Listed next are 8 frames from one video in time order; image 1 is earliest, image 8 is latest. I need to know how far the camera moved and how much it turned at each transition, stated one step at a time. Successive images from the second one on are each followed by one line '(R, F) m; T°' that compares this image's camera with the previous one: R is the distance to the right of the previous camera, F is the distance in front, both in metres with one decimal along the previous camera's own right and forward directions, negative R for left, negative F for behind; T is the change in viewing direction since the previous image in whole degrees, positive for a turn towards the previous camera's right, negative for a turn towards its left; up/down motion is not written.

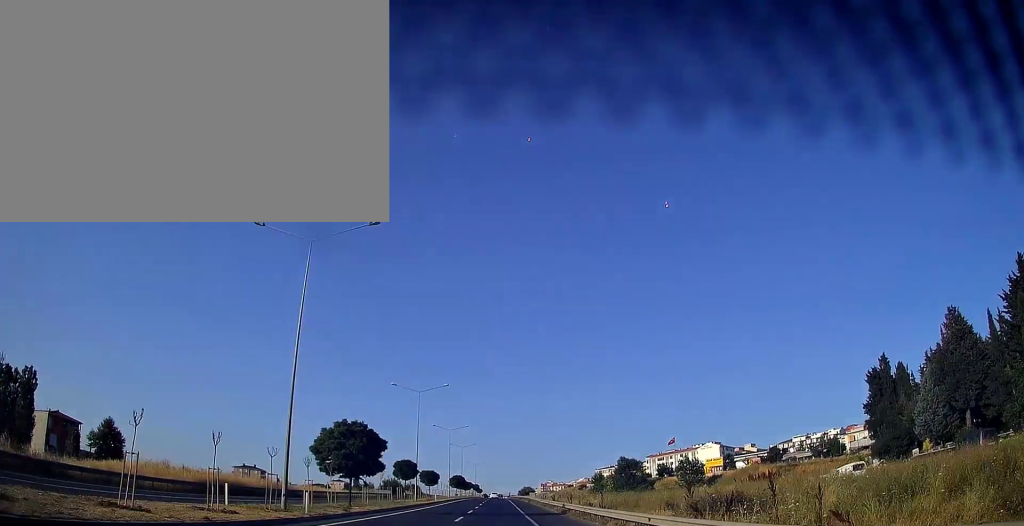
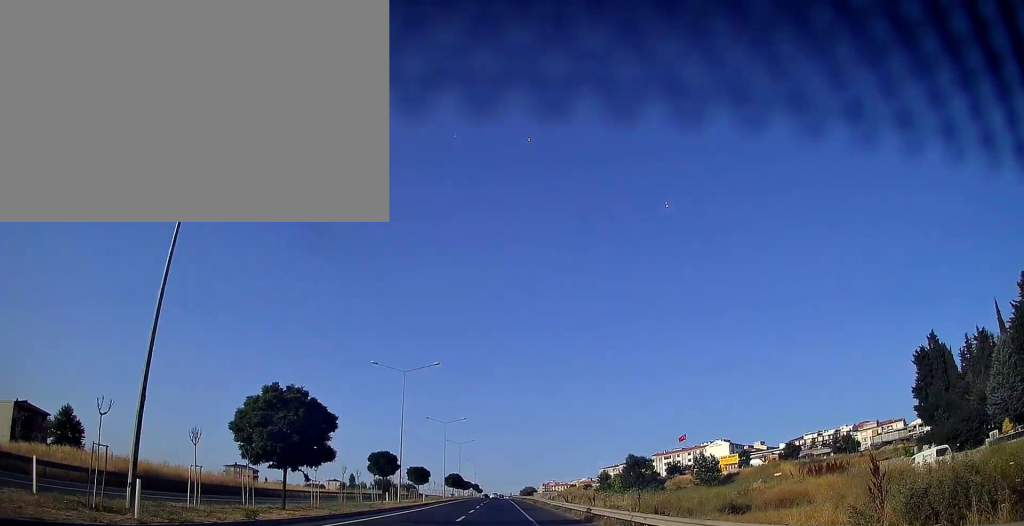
(-0.1, +11.3) m; 0°
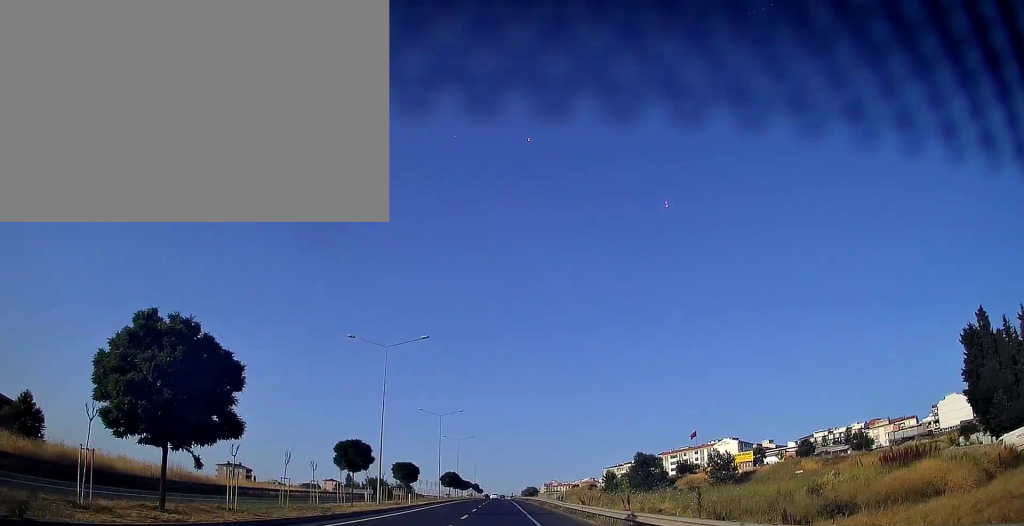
(0.0, +10.4) m; 0°
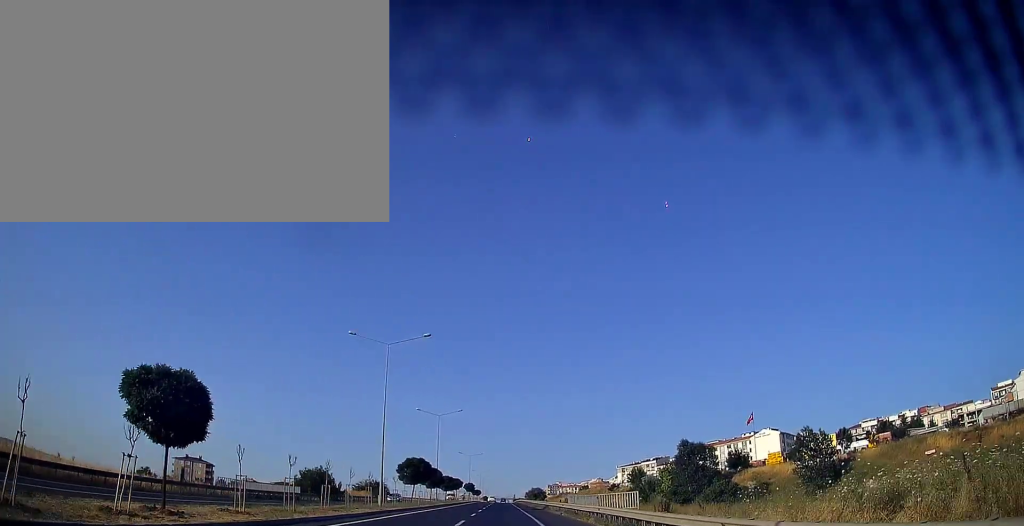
(+0.2, +41.9) m; +1°
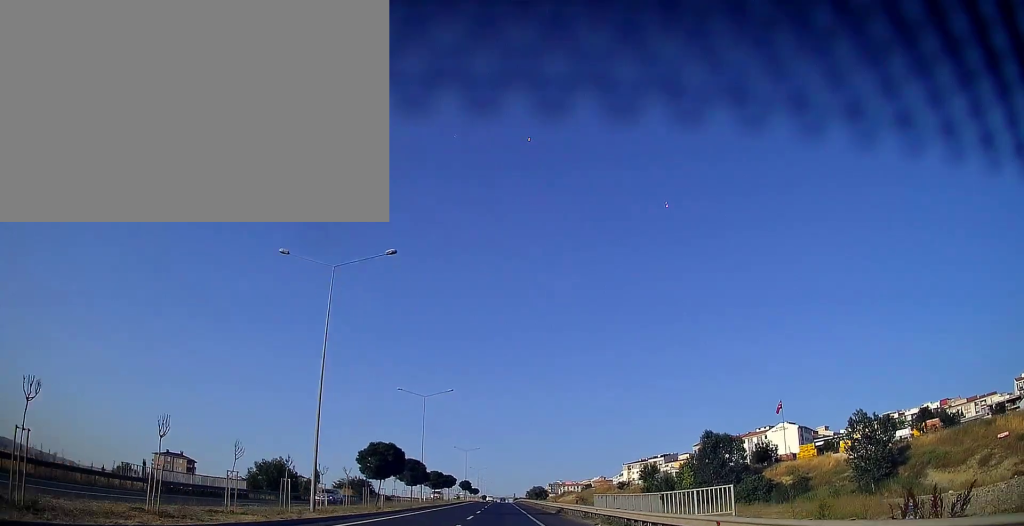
(+0.1, +15.7) m; 0°
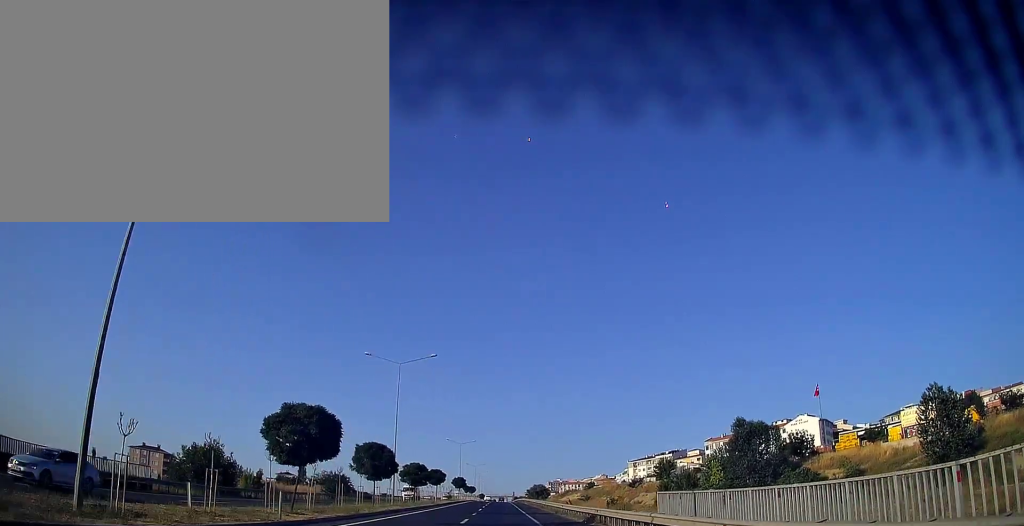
(0.0, +16.6) m; 0°
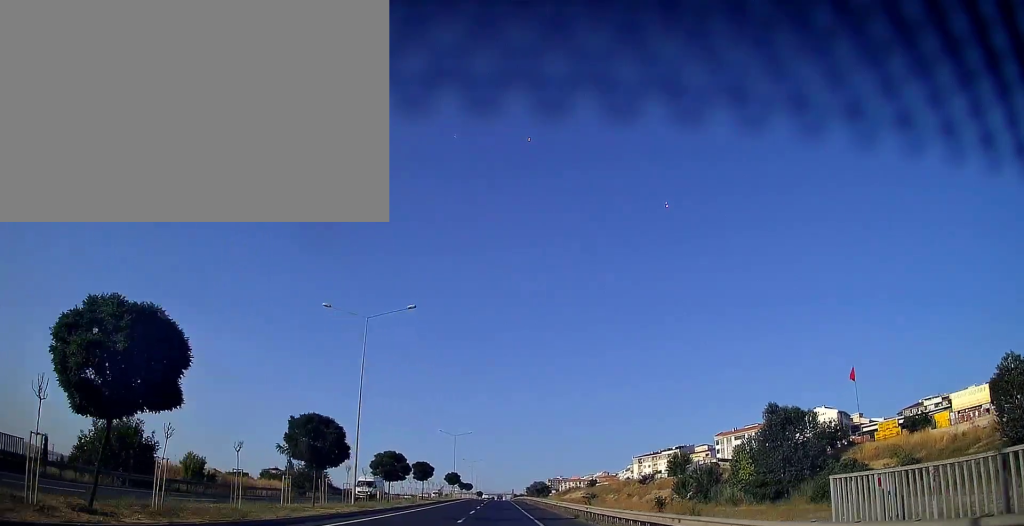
(0.0, +13.1) m; 0°
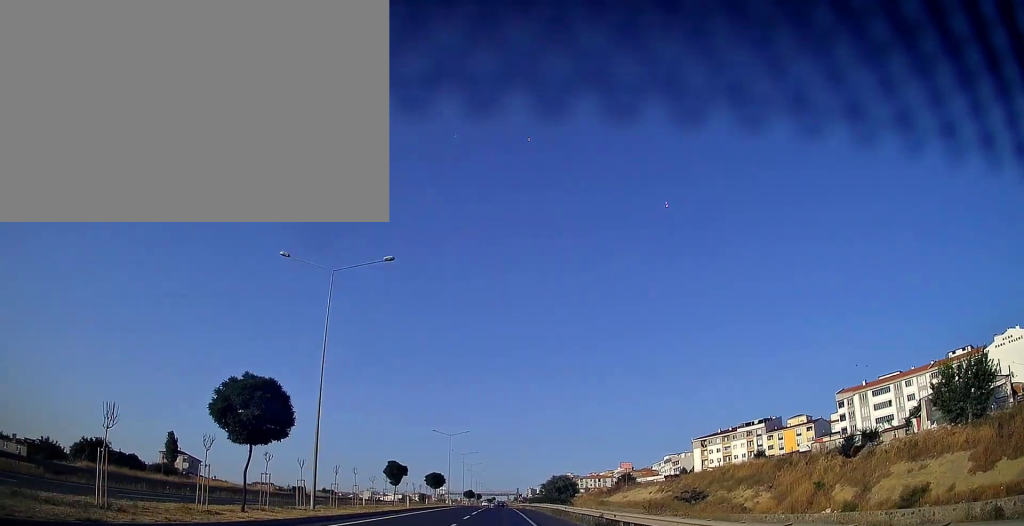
(+0.4, +87.7) m; 0°
